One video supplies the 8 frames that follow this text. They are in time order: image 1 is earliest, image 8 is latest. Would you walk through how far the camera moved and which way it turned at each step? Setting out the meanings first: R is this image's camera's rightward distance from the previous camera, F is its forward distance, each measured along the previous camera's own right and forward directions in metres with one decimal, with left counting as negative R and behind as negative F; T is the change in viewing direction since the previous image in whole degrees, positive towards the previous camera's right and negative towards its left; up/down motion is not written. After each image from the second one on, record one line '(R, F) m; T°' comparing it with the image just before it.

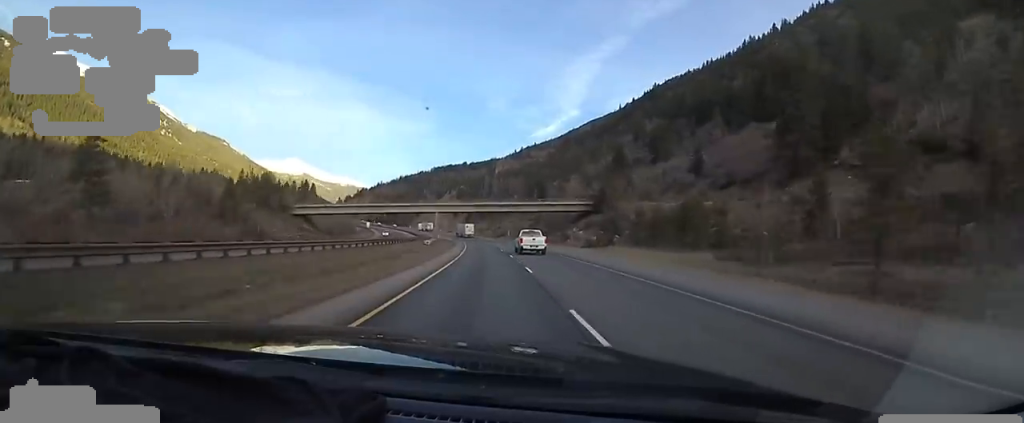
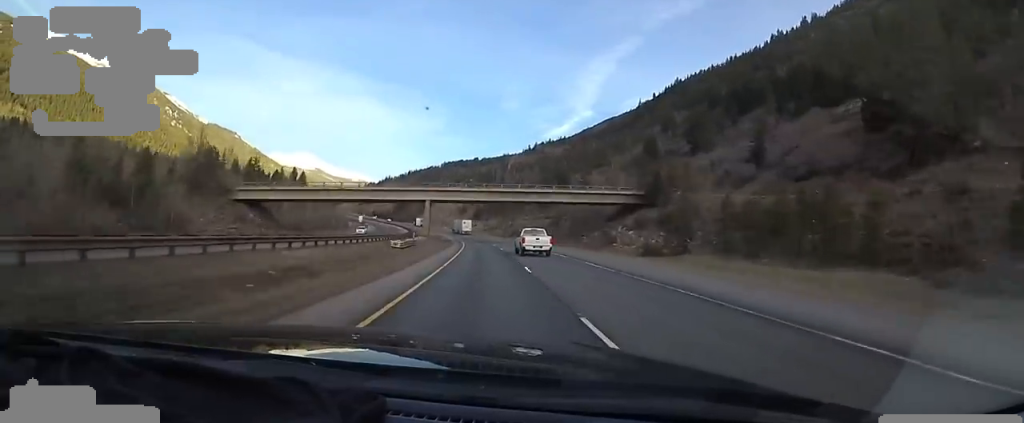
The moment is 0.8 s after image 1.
(0.0, +25.1) m; -1°
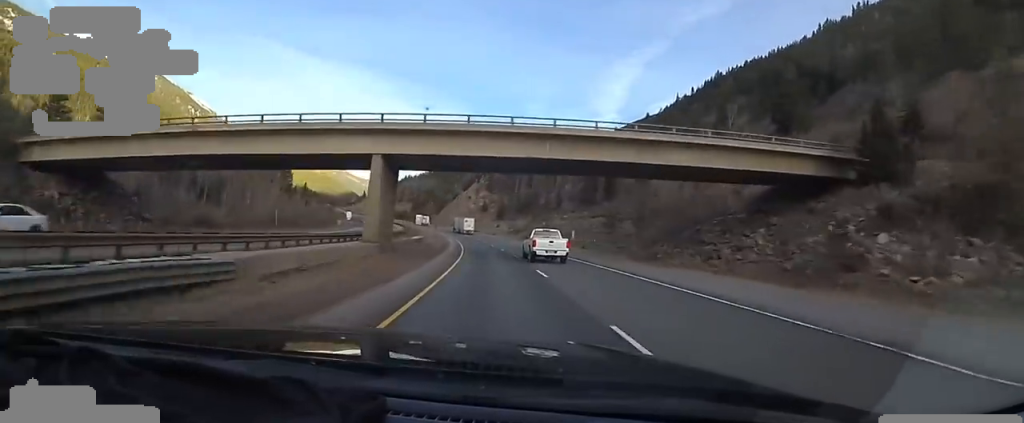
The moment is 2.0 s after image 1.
(-1.0, +37.4) m; -3°
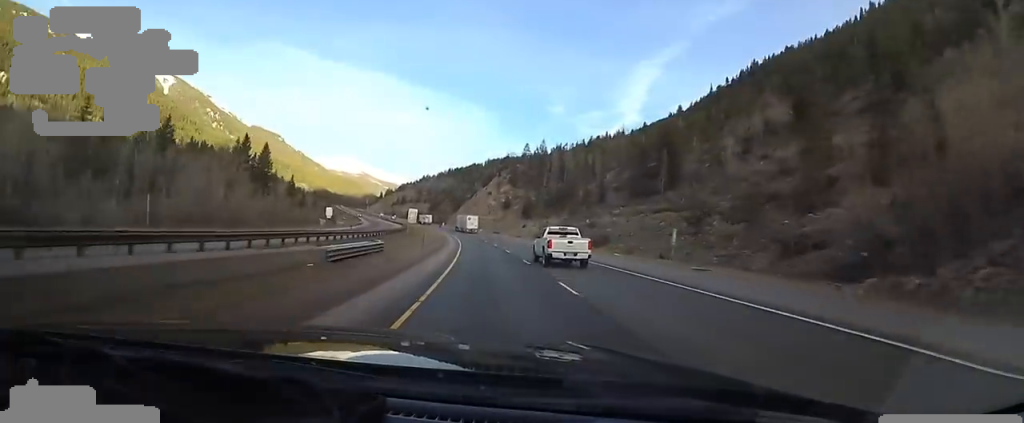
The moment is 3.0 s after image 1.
(-0.6, +30.0) m; -3°
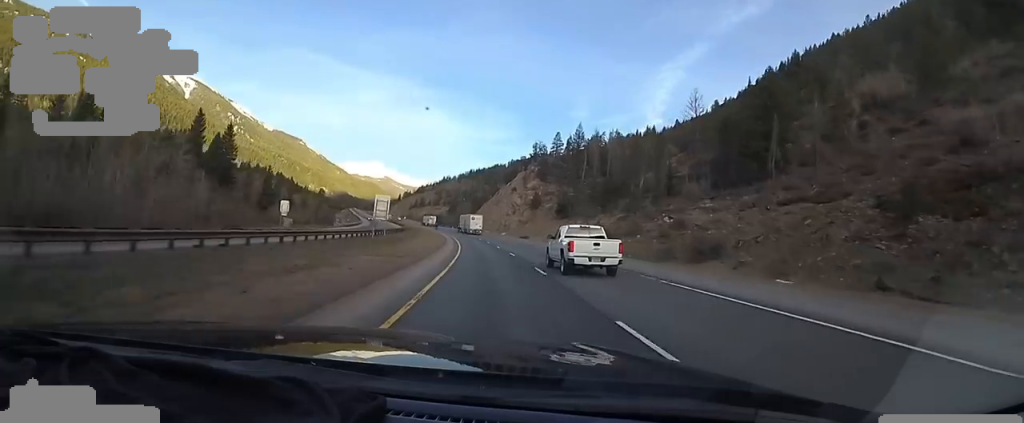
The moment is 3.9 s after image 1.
(-0.7, +29.9) m; -3°
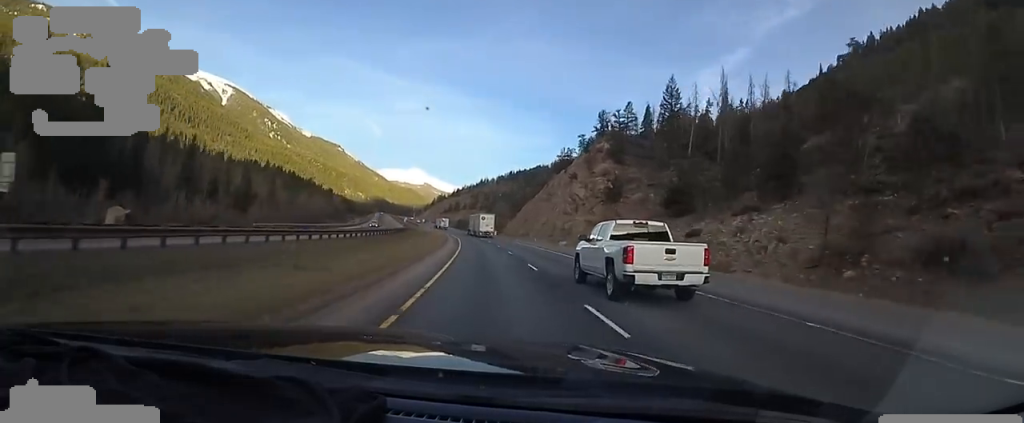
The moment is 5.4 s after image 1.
(-1.2, +46.4) m; -4°
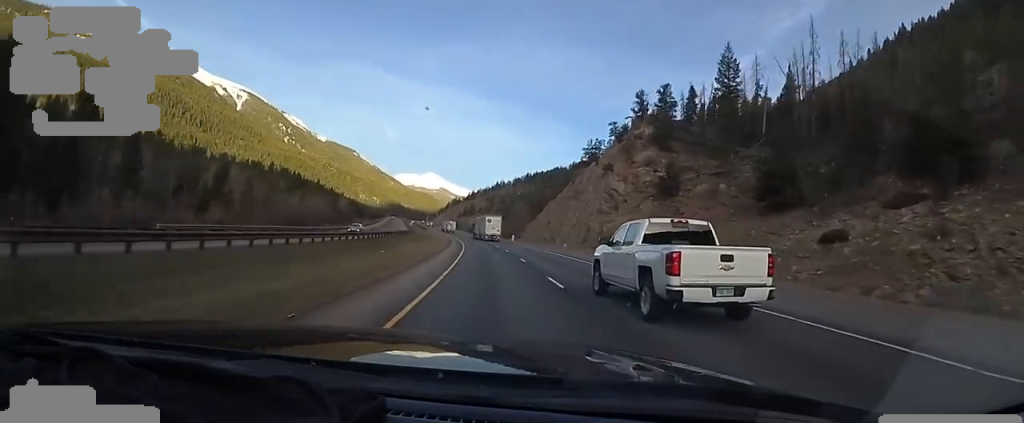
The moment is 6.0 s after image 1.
(-0.8, +17.6) m; -3°
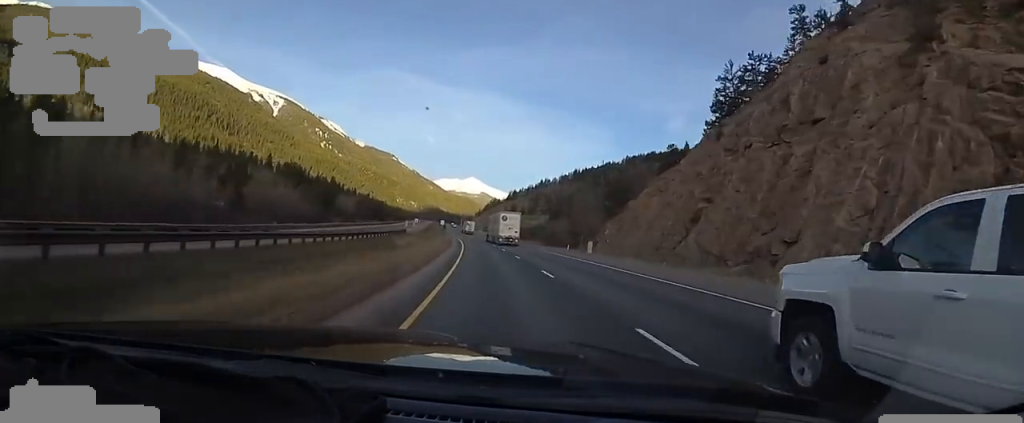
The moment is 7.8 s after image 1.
(-4.0, +57.1) m; -5°
